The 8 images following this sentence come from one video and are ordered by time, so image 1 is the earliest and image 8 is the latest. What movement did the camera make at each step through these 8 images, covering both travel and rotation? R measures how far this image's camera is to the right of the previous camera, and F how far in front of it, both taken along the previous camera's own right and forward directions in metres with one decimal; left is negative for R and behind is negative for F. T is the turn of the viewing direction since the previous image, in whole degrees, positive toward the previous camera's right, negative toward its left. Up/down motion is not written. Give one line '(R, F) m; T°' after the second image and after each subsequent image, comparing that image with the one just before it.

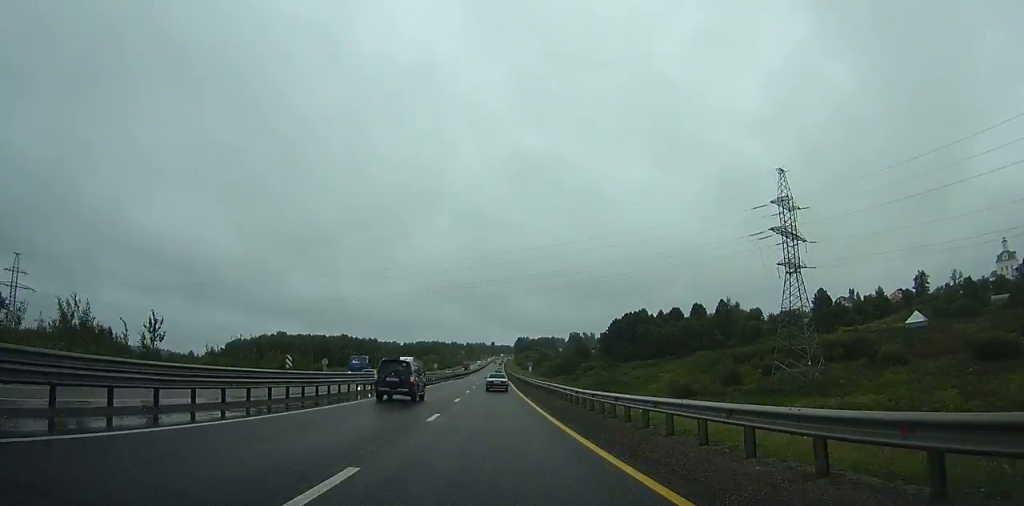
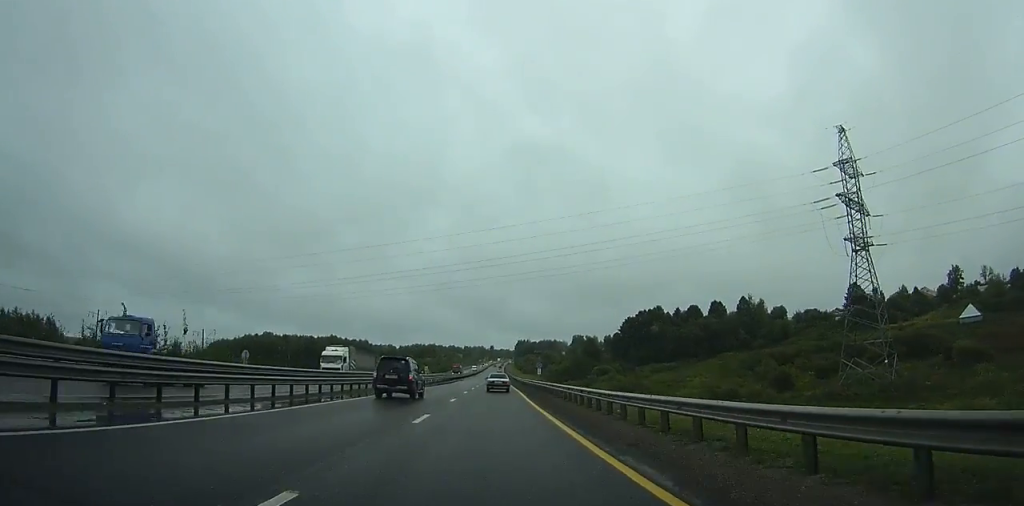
(+0.1, +25.6) m; 0°
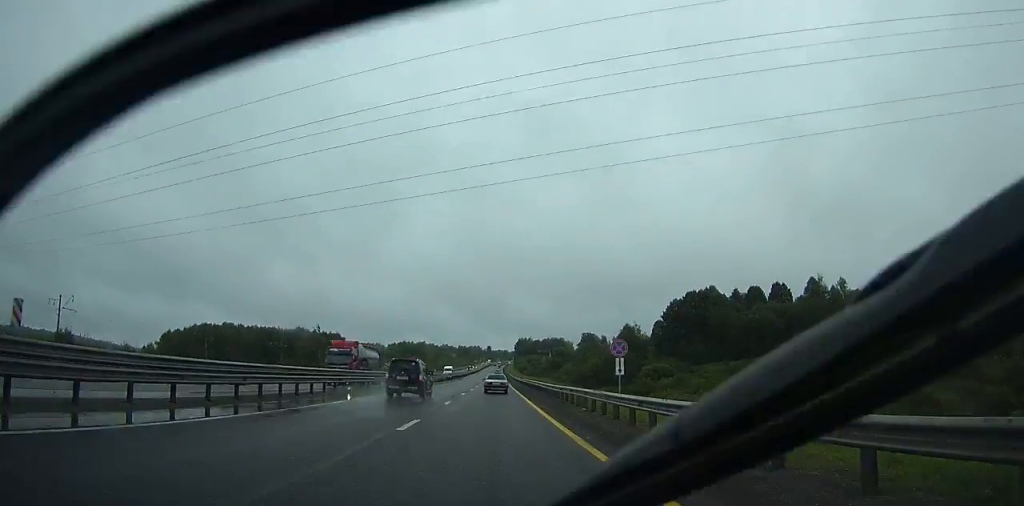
(+0.4, +61.6) m; +1°
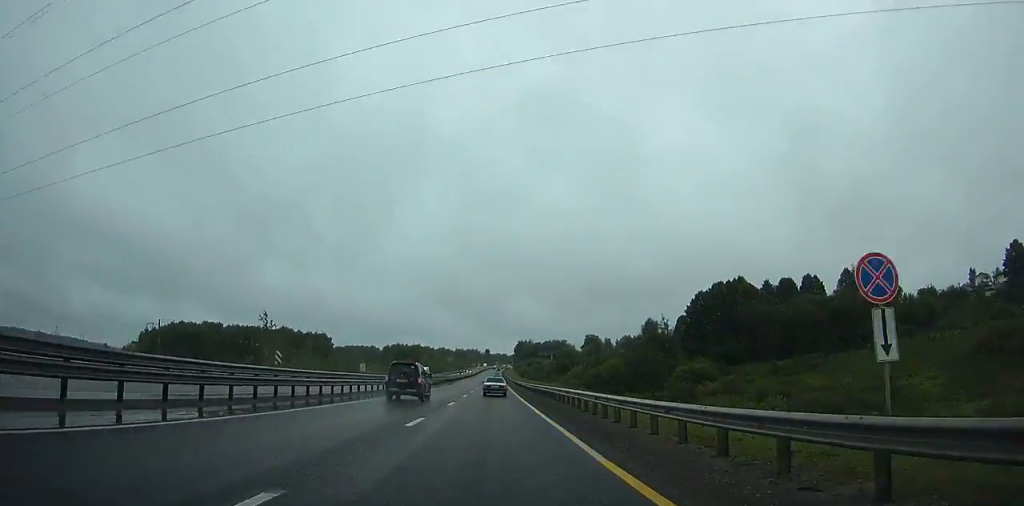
(0.0, +22.4) m; 0°
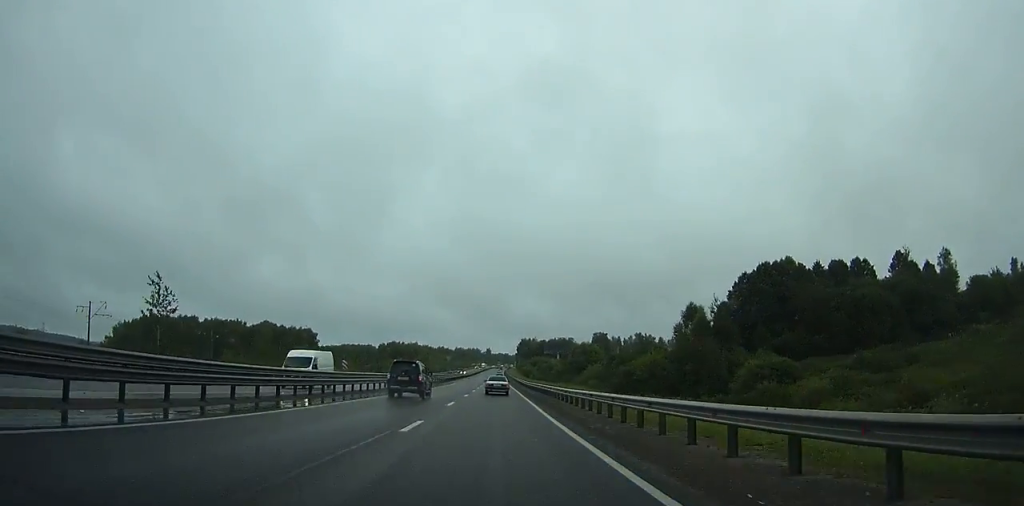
(0.0, +26.2) m; 0°
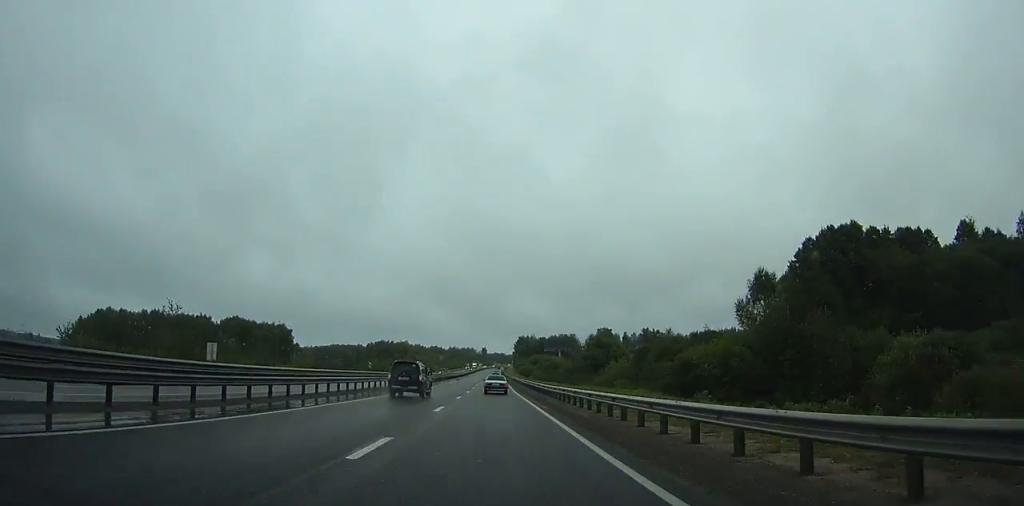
(-0.2, +28.5) m; 0°
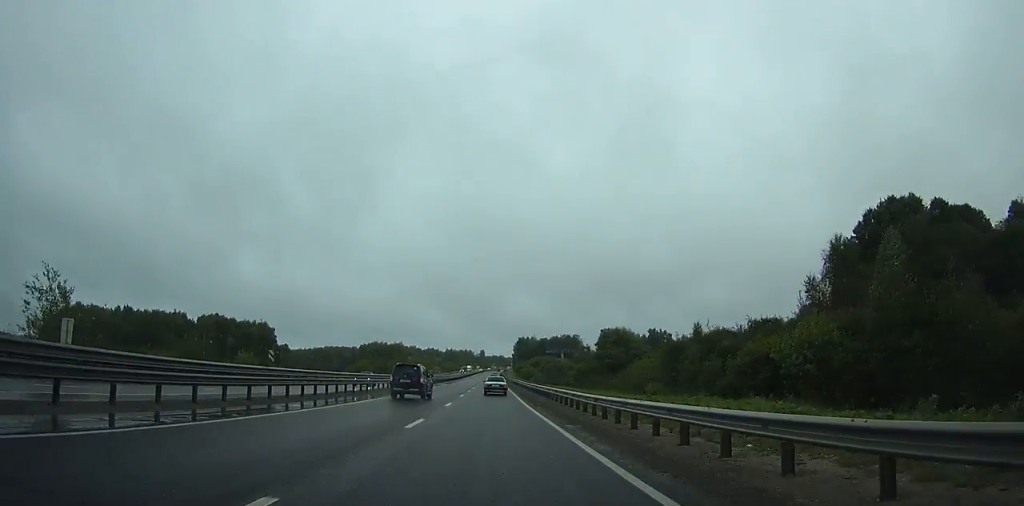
(+0.1, +17.9) m; 0°
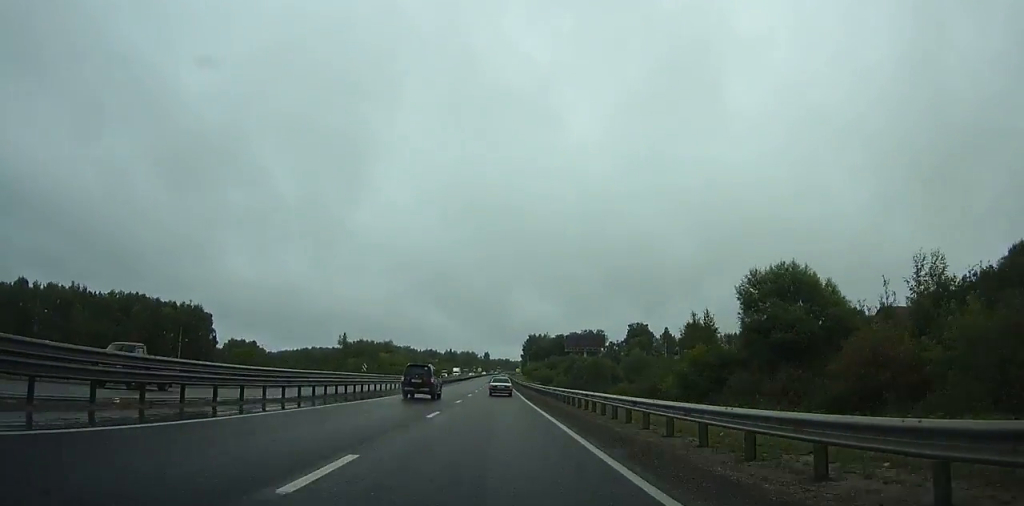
(+0.5, +57.1) m; +1°
